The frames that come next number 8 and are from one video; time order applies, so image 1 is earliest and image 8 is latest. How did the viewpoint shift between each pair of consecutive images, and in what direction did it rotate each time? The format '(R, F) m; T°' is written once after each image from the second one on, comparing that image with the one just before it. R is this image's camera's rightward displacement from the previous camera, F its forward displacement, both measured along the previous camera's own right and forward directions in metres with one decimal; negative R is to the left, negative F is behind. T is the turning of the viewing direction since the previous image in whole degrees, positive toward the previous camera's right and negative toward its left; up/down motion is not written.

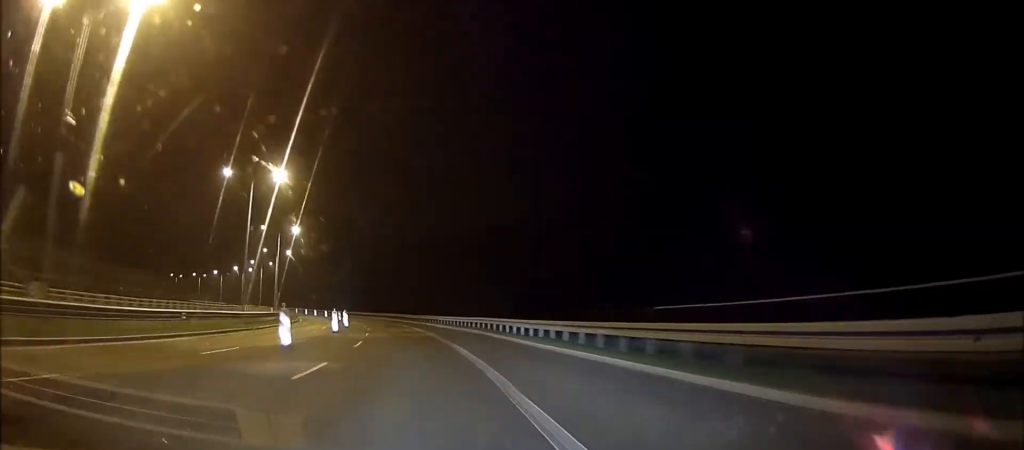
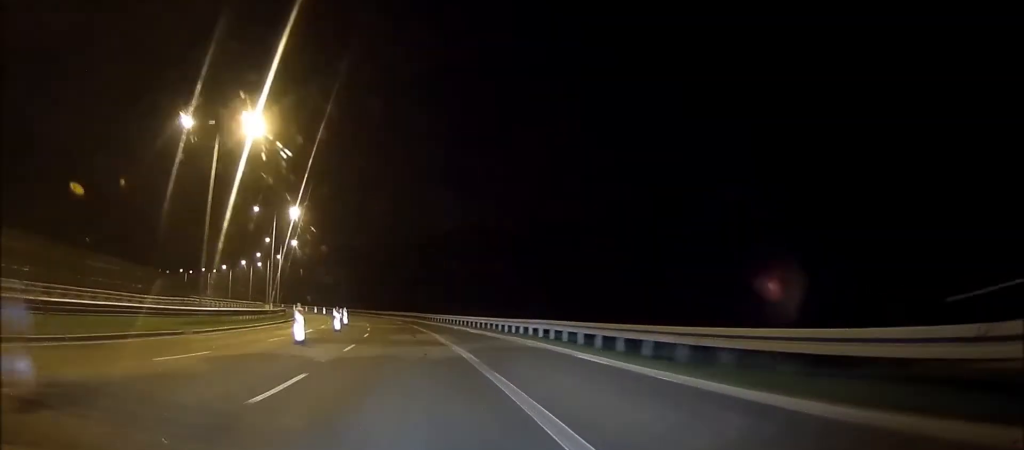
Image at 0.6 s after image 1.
(0.0, +14.3) m; 0°
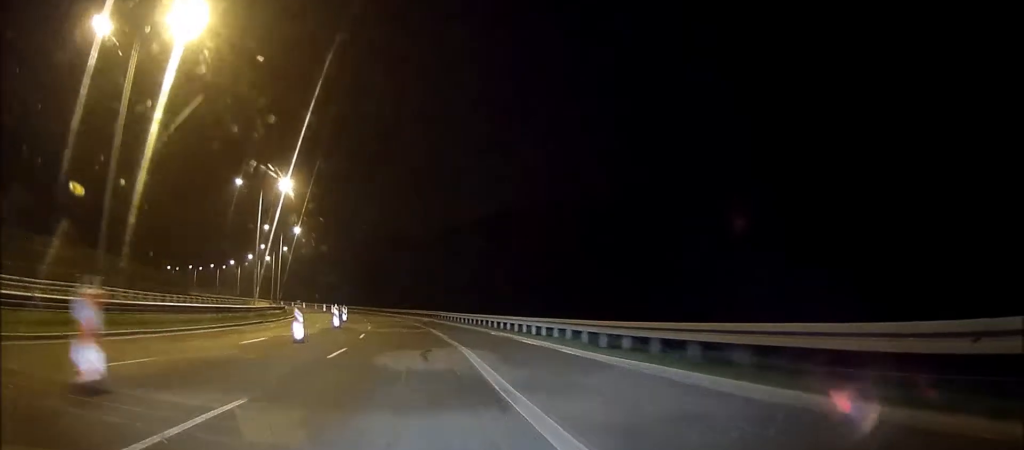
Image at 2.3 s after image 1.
(0.0, +37.6) m; 0°
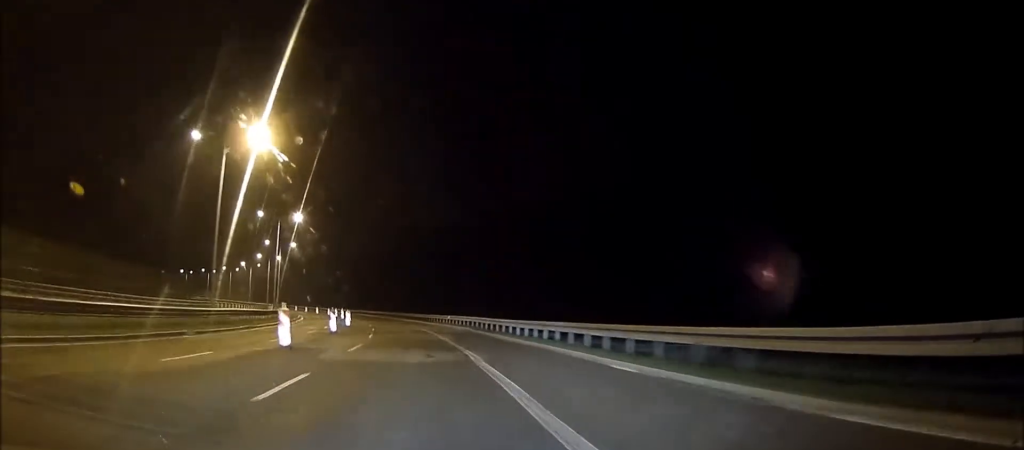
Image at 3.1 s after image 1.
(0.0, +18.0) m; 0°
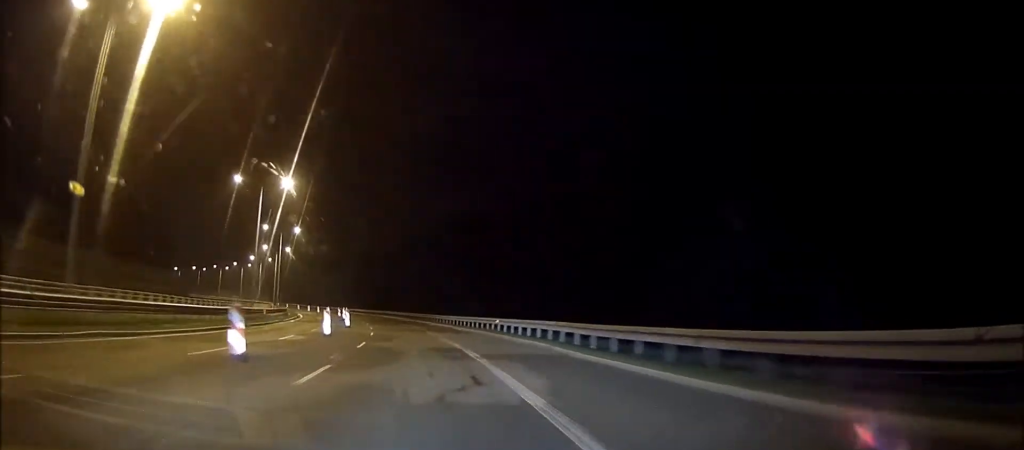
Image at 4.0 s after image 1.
(0.0, +20.2) m; 0°
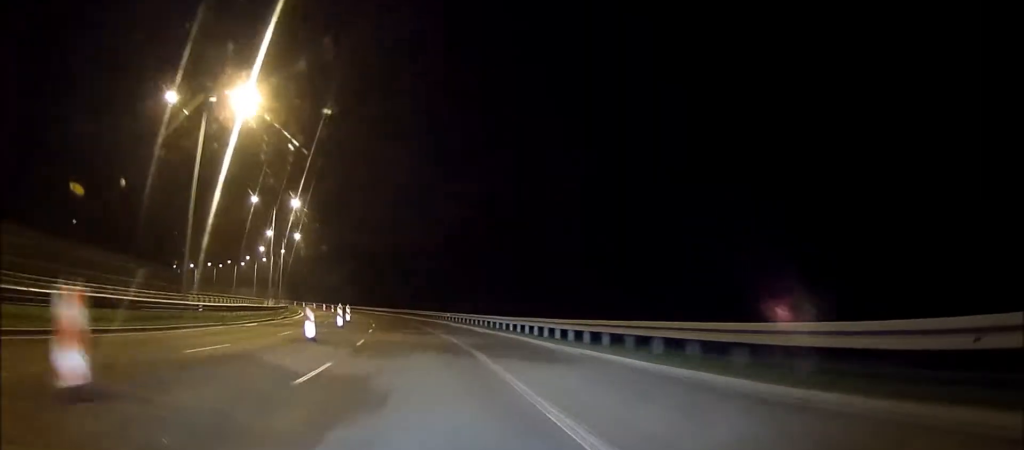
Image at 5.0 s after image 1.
(0.0, +22.5) m; 0°
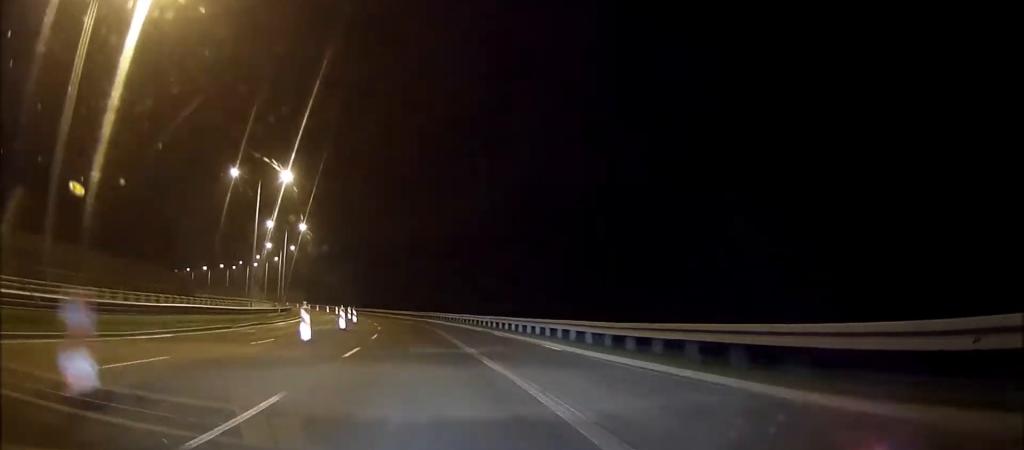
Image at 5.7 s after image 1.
(0.0, +15.7) m; 0°
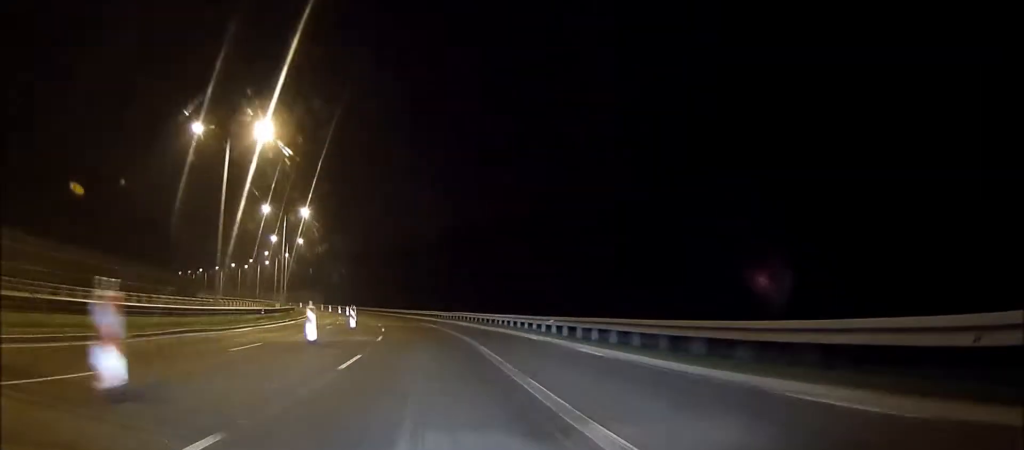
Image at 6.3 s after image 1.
(0.0, +14.2) m; 0°
